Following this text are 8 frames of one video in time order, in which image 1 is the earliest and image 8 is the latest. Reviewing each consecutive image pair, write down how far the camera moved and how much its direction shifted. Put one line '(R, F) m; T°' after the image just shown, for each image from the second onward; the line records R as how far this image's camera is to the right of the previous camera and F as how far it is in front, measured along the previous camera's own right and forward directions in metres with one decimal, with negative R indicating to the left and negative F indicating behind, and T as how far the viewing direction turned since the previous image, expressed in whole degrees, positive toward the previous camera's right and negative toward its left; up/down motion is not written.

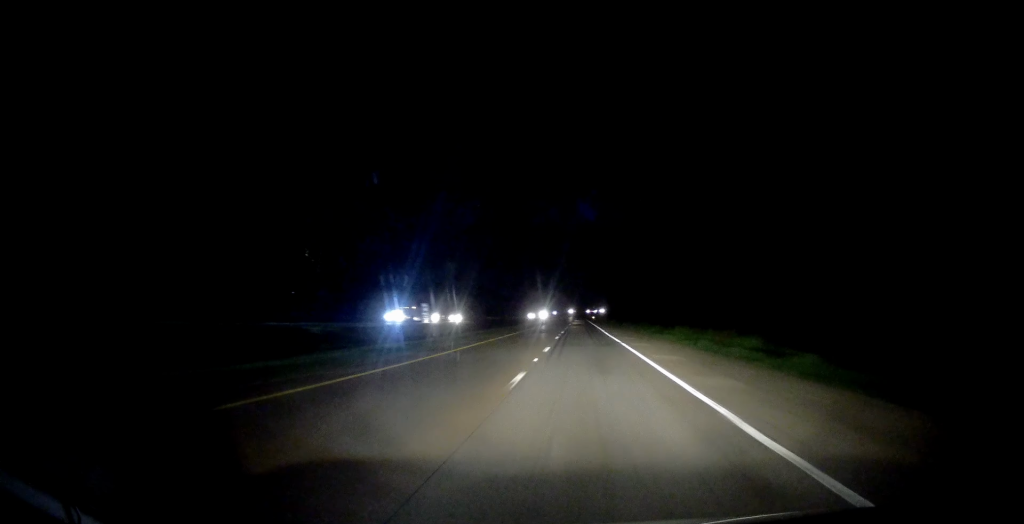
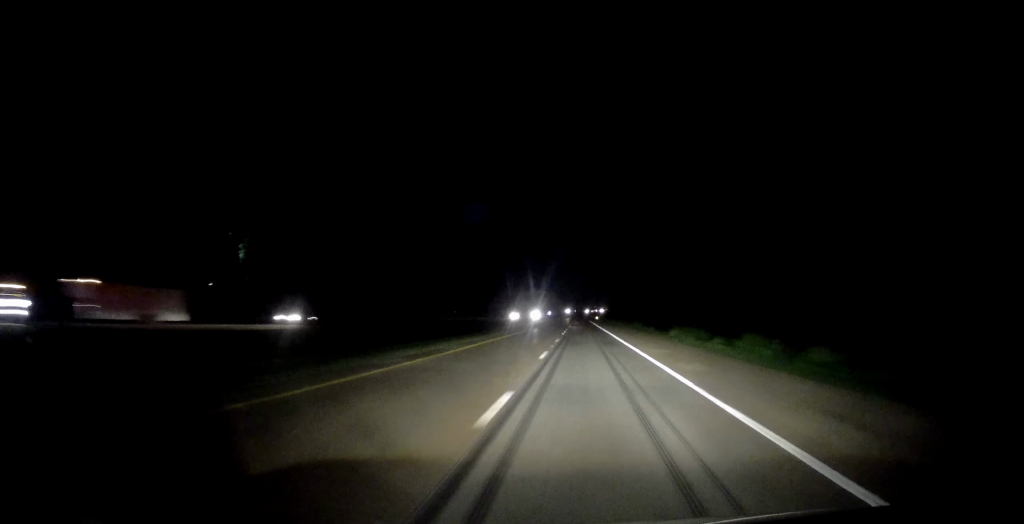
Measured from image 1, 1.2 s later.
(+0.1, +41.1) m; 0°
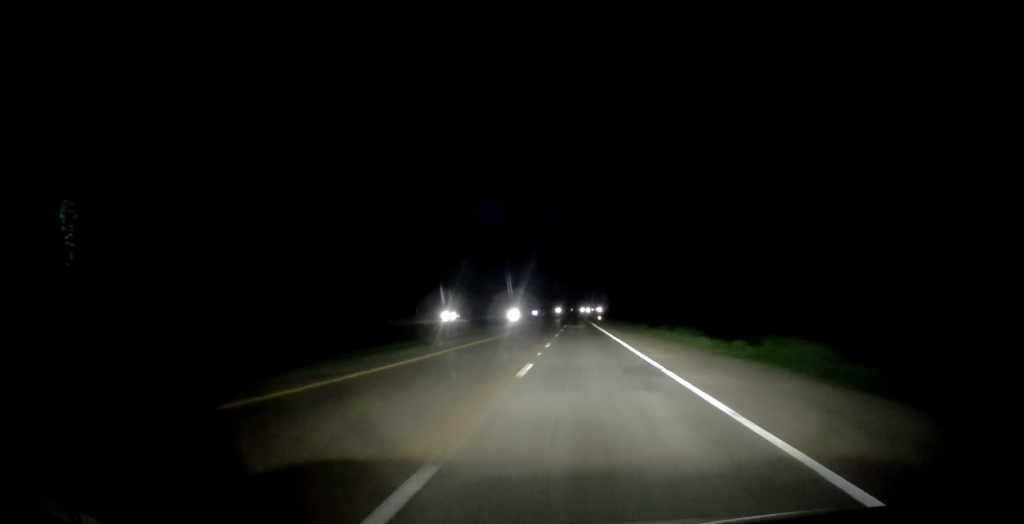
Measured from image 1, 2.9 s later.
(-0.5, +54.3) m; 0°
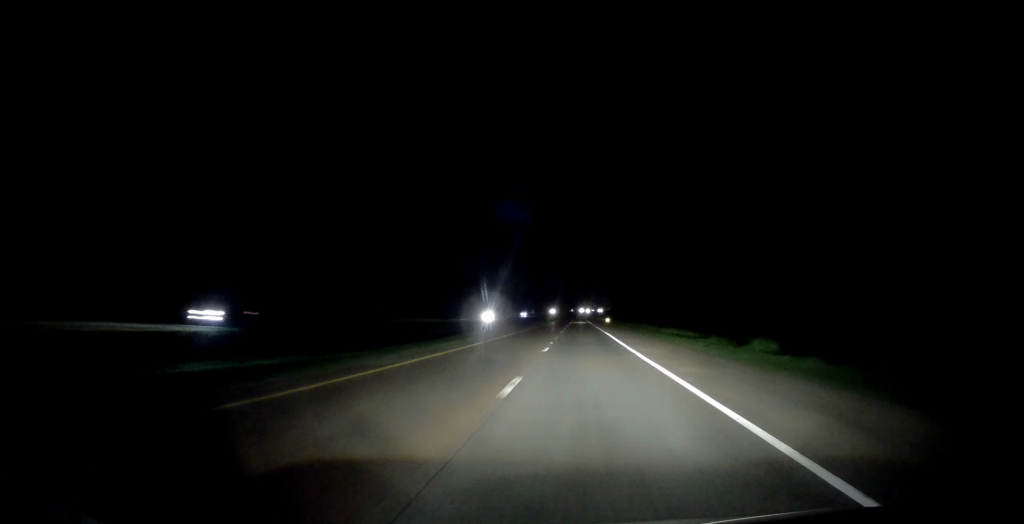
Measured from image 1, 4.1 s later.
(+0.4, +40.0) m; 0°
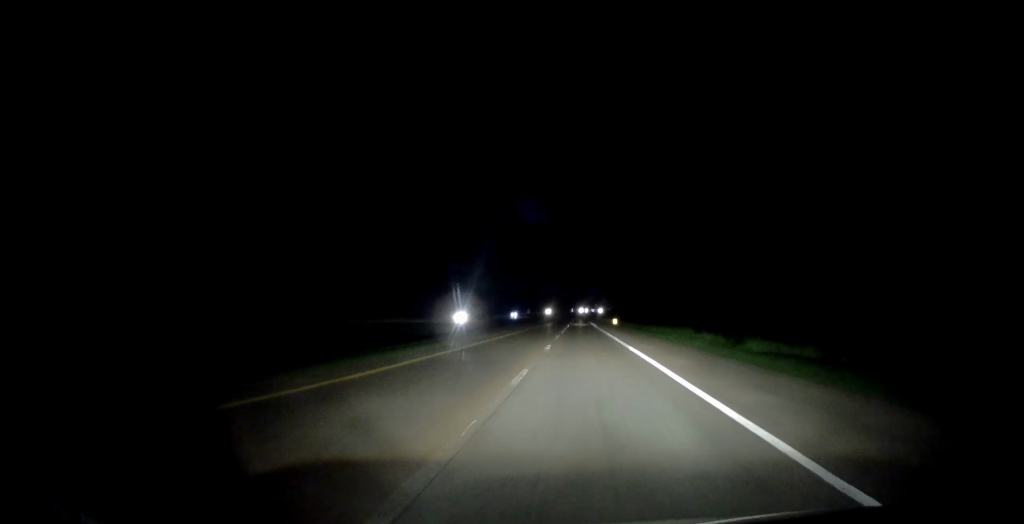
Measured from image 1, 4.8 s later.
(-0.1, +23.3) m; 0°
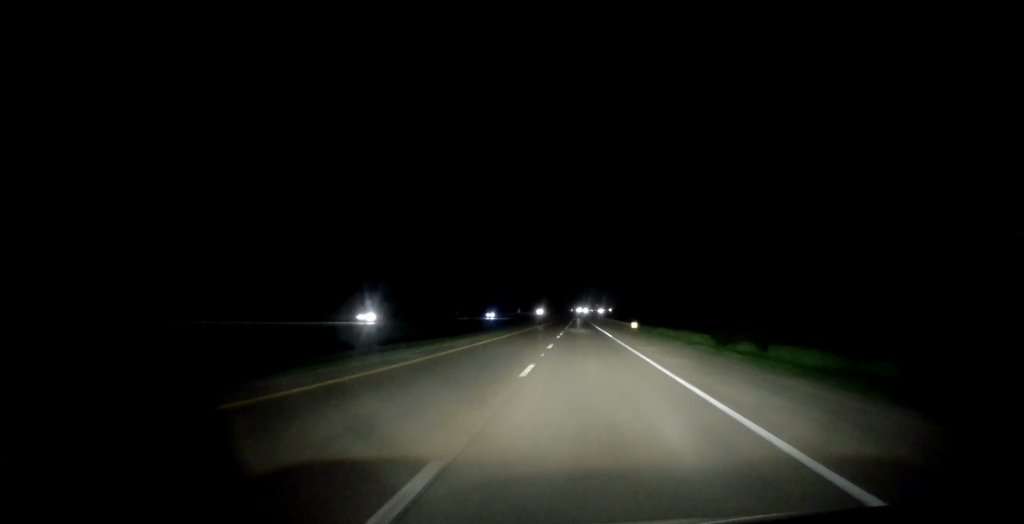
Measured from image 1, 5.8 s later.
(+0.1, +34.5) m; 0°
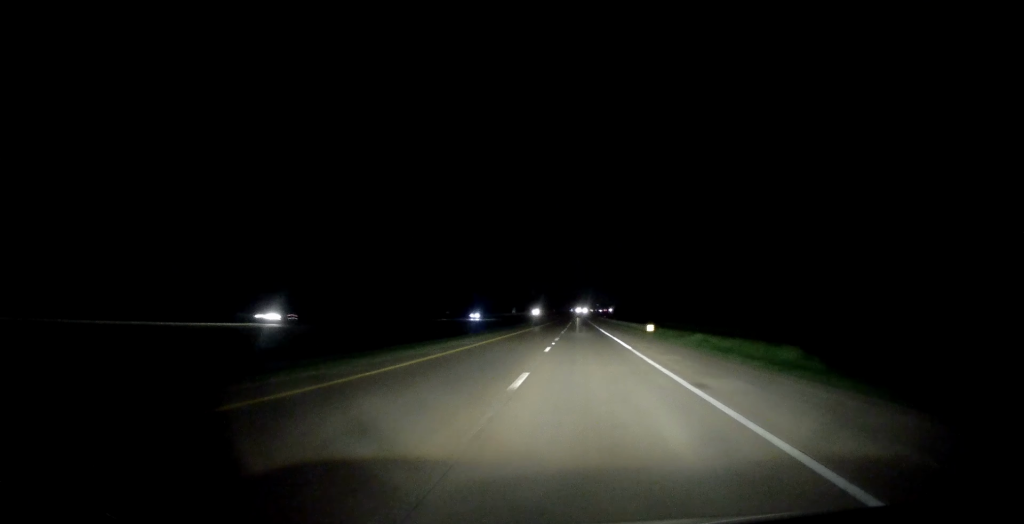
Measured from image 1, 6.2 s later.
(0.0, +14.5) m; 0°
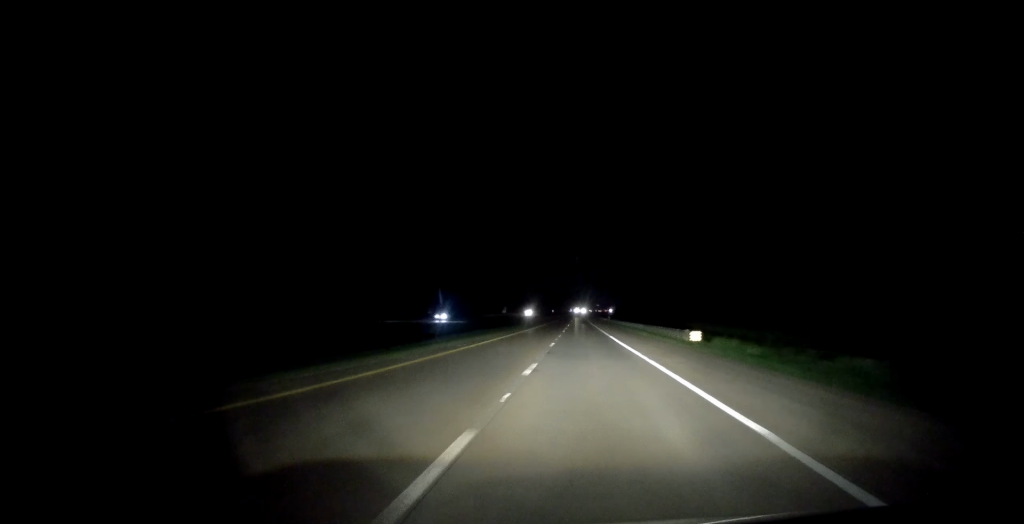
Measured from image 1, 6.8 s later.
(-0.1, +20.0) m; 0°
